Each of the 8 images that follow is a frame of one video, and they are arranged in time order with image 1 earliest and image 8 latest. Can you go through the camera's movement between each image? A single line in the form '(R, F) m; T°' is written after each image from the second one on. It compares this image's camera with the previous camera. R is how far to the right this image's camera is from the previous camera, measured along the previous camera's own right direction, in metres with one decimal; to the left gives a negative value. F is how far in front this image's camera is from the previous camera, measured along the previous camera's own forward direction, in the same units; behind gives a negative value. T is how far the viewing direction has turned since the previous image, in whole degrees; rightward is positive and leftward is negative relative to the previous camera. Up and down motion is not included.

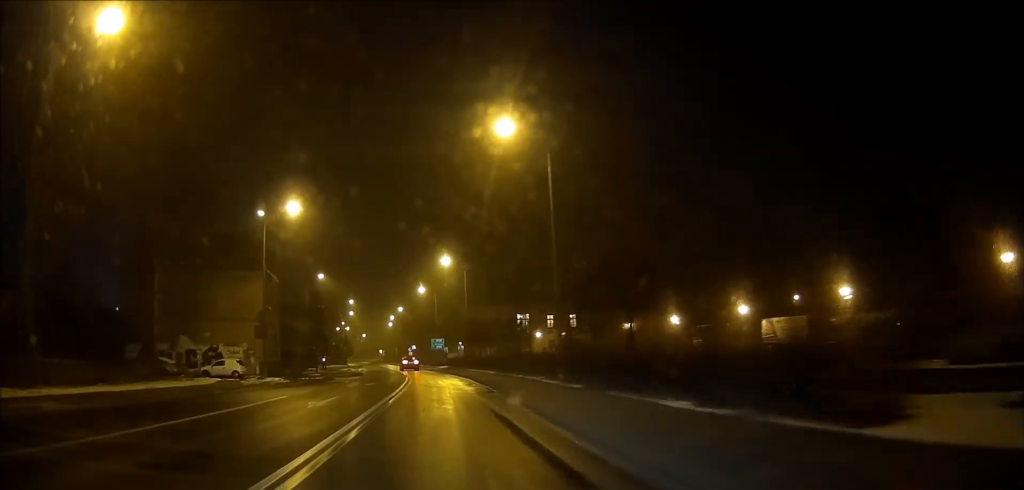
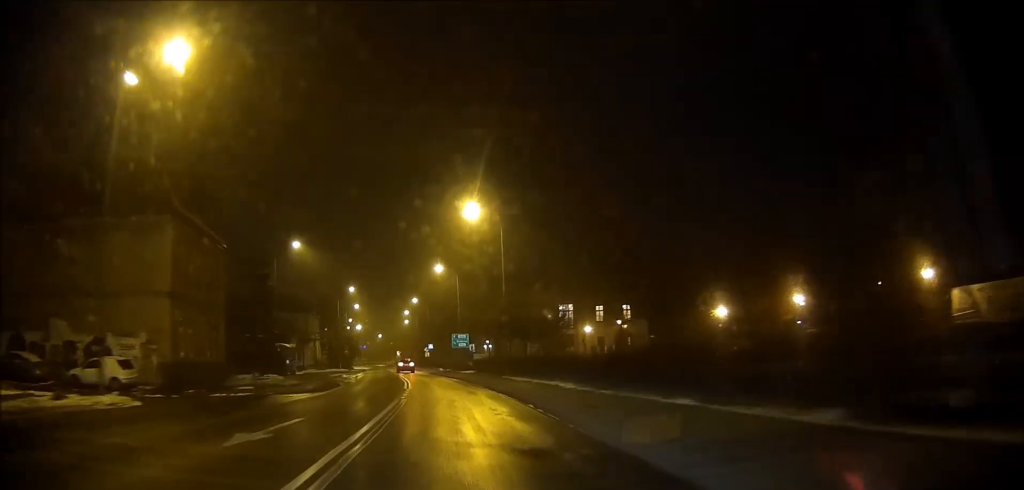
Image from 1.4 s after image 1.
(-0.5, +21.6) m; -2°
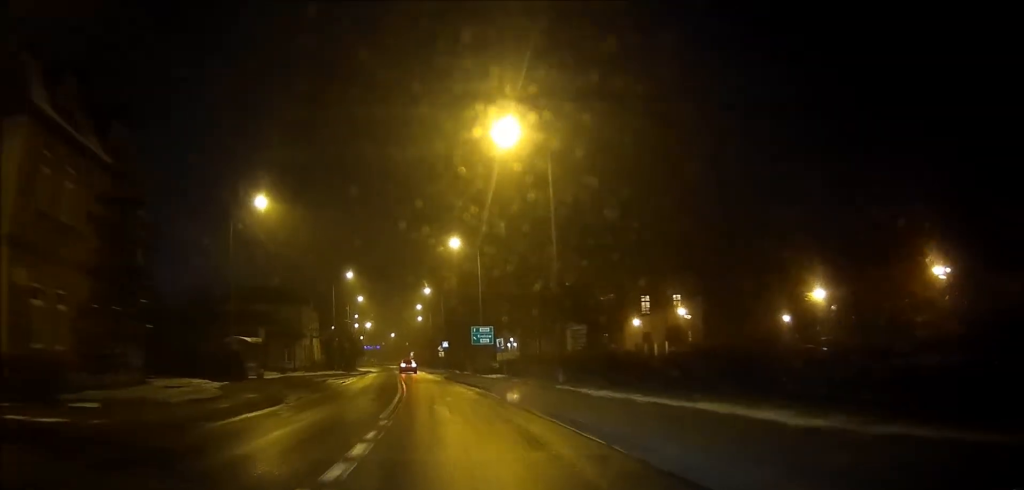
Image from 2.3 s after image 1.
(-0.1, +14.7) m; -1°
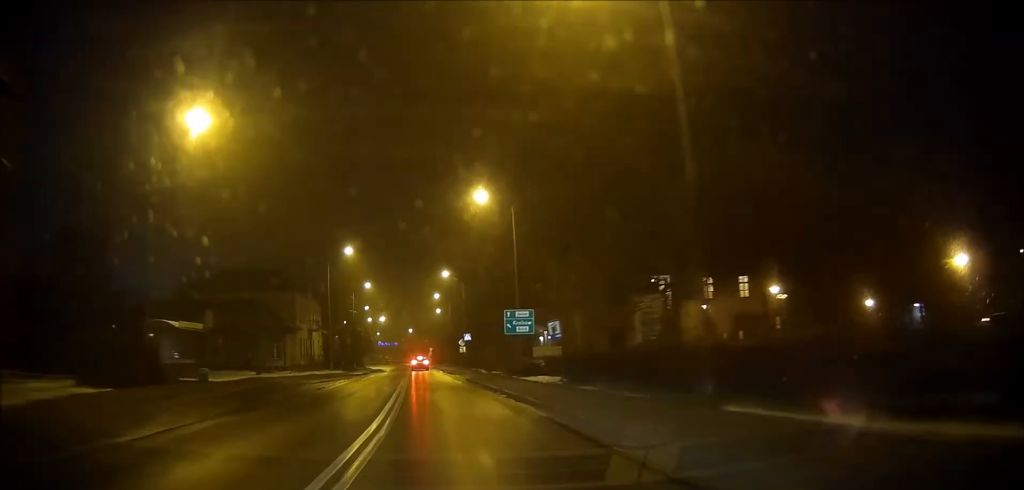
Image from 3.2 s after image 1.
(-0.1, +14.2) m; -1°
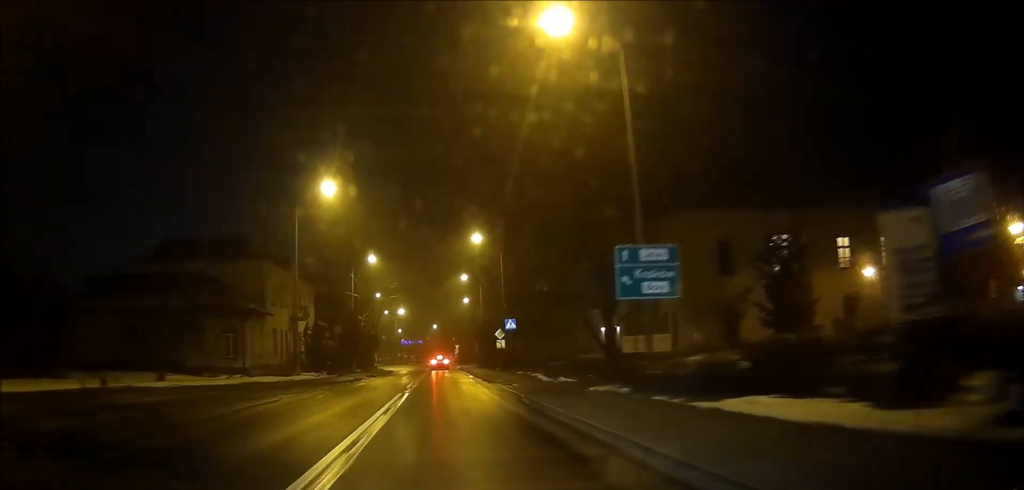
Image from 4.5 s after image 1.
(-0.6, +21.4) m; -2°
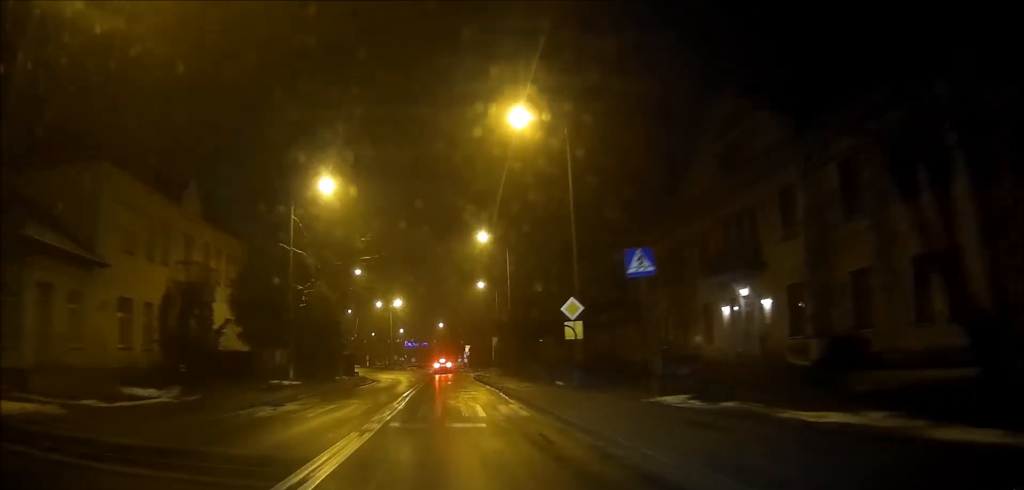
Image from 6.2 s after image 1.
(-0.4, +28.1) m; -1°
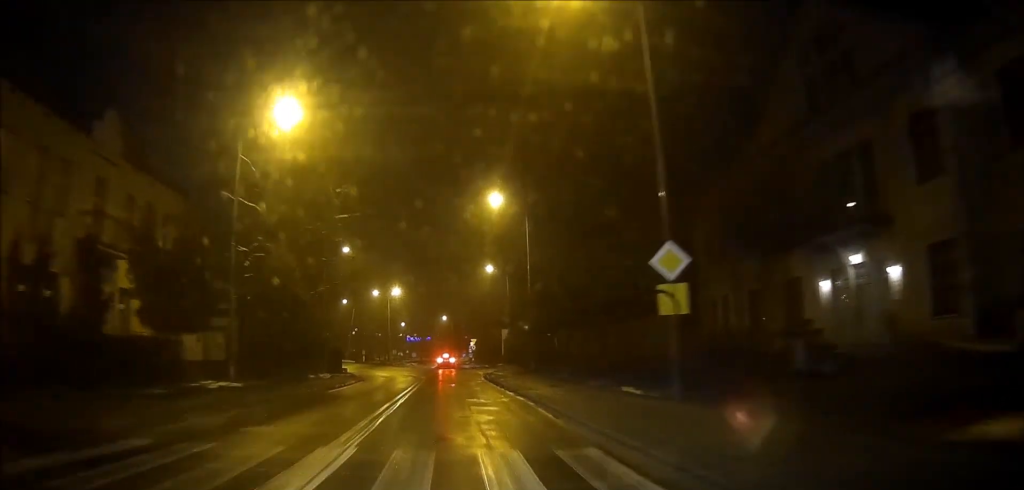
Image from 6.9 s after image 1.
(0.0, +11.1) m; -1°
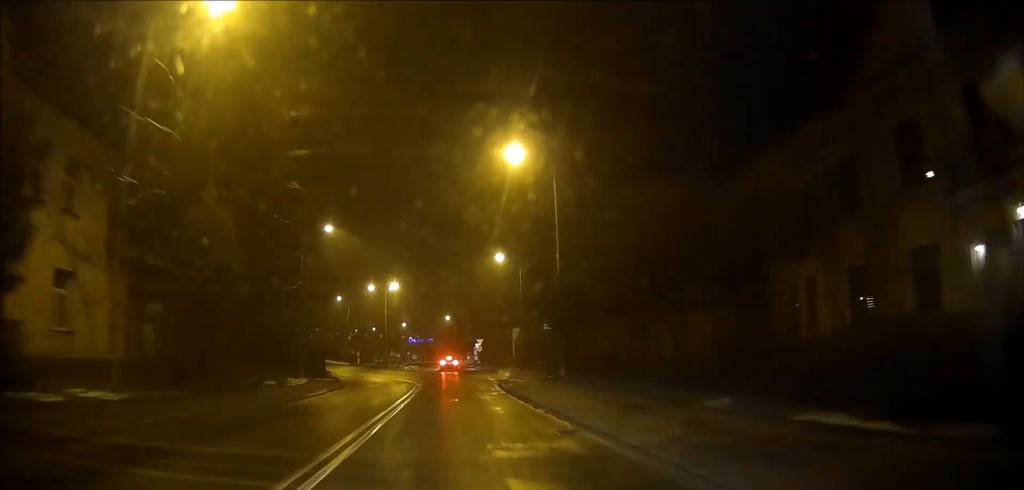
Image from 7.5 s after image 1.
(-0.1, +9.4) m; 0°
